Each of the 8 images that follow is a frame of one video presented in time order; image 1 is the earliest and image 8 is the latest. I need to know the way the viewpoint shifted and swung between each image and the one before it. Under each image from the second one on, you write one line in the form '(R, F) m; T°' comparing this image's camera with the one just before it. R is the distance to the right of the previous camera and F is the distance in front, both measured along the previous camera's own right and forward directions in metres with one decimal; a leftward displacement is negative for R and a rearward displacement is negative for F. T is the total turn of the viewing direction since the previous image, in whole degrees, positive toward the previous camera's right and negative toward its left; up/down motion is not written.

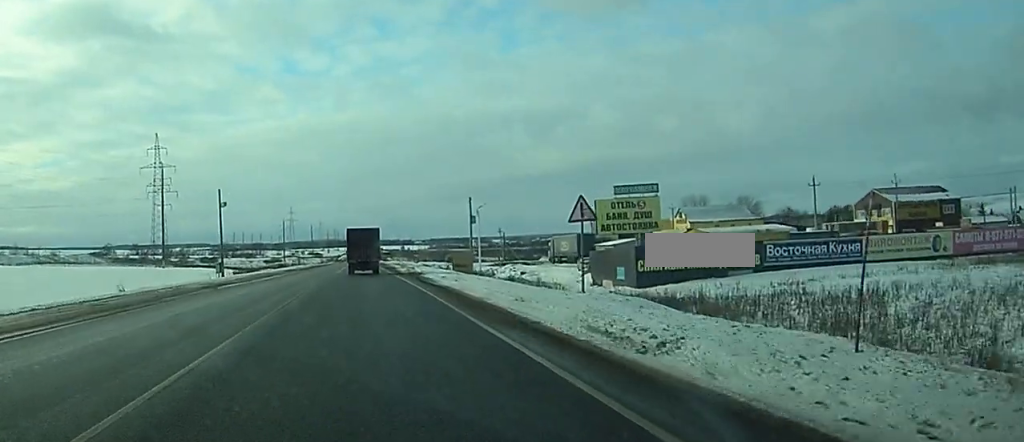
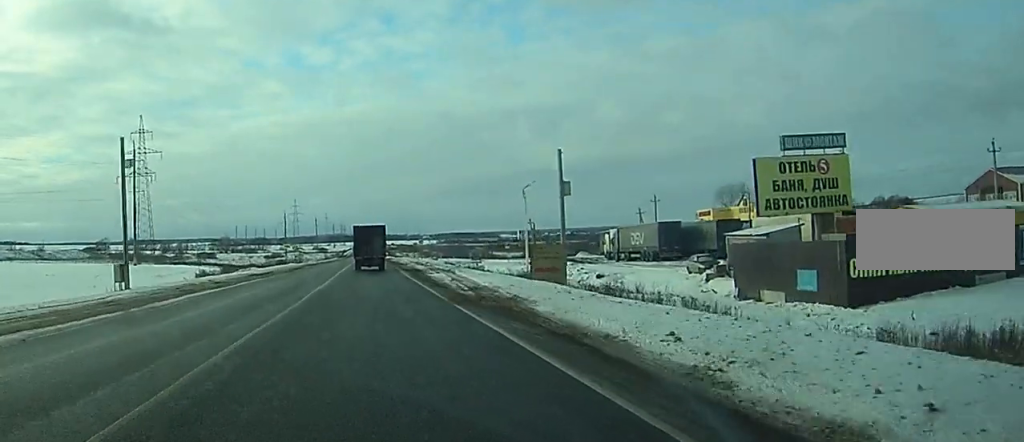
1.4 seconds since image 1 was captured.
(+0.1, +31.0) m; 0°
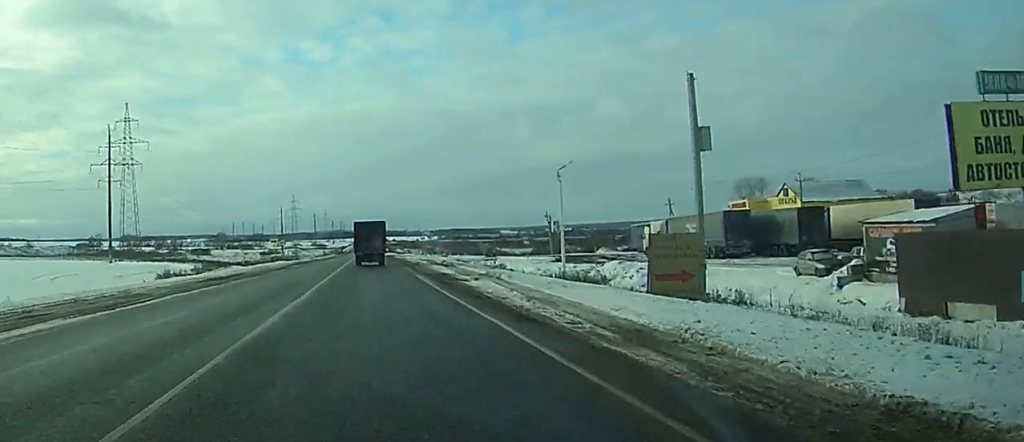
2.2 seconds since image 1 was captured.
(0.0, +17.0) m; 0°
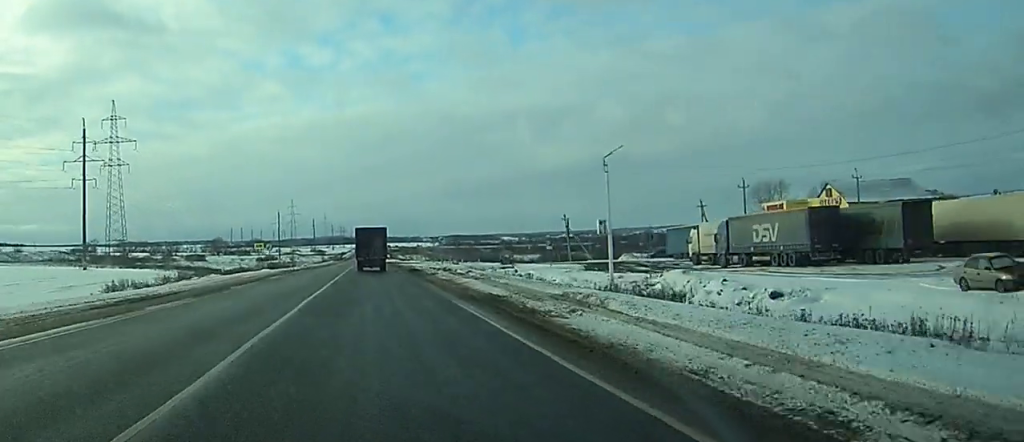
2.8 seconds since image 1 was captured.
(-0.1, +14.8) m; 0°
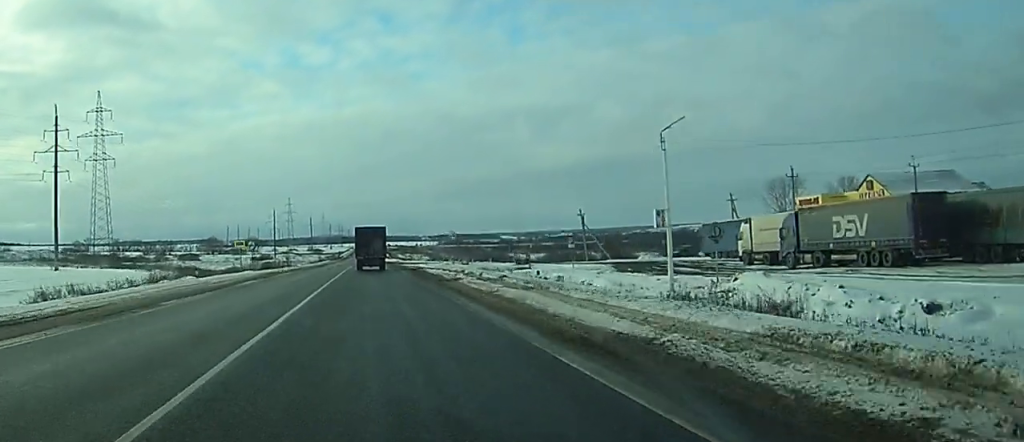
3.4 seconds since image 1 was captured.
(0.0, +12.5) m; 0°
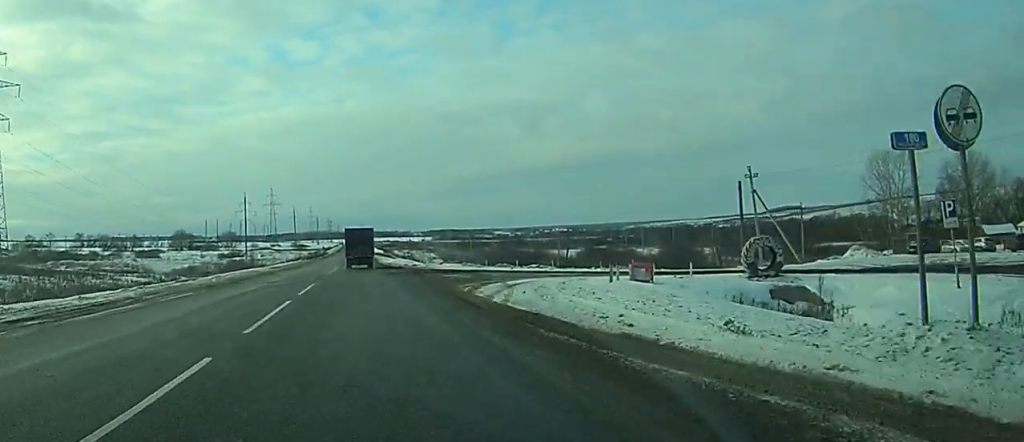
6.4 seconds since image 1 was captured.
(-0.8, +66.4) m; -1°
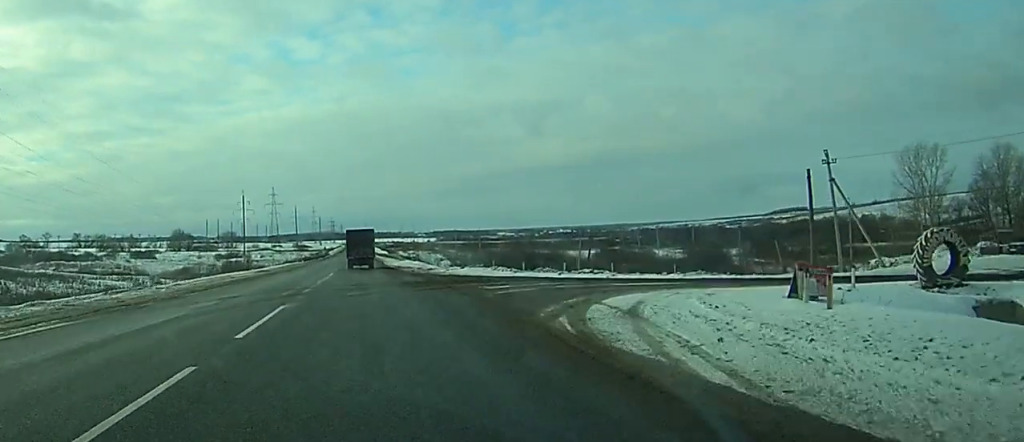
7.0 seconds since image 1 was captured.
(0.0, +13.2) m; 0°
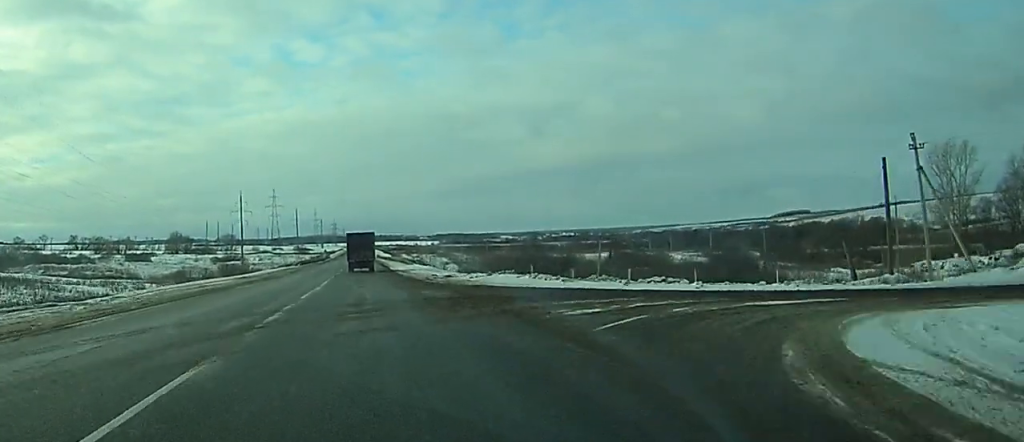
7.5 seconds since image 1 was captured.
(0.0, +11.0) m; 0°
